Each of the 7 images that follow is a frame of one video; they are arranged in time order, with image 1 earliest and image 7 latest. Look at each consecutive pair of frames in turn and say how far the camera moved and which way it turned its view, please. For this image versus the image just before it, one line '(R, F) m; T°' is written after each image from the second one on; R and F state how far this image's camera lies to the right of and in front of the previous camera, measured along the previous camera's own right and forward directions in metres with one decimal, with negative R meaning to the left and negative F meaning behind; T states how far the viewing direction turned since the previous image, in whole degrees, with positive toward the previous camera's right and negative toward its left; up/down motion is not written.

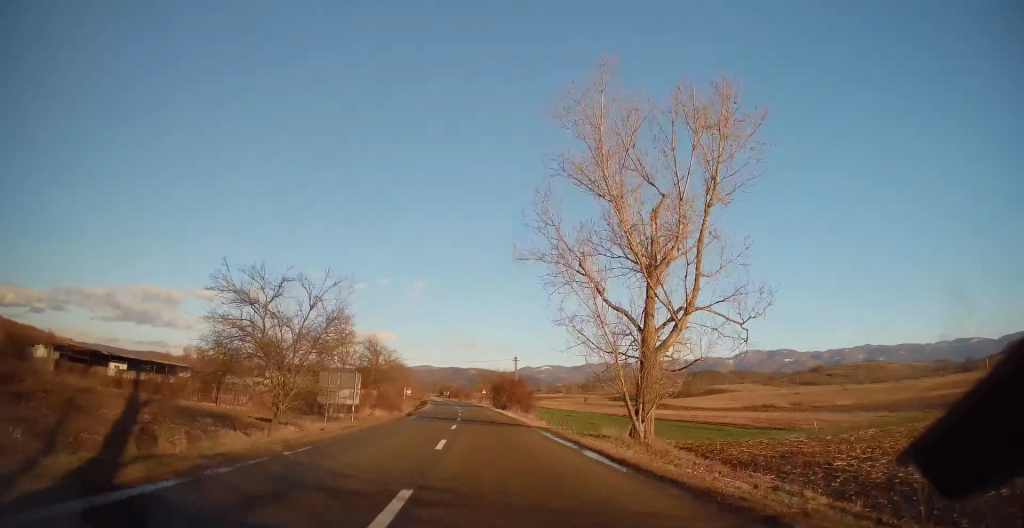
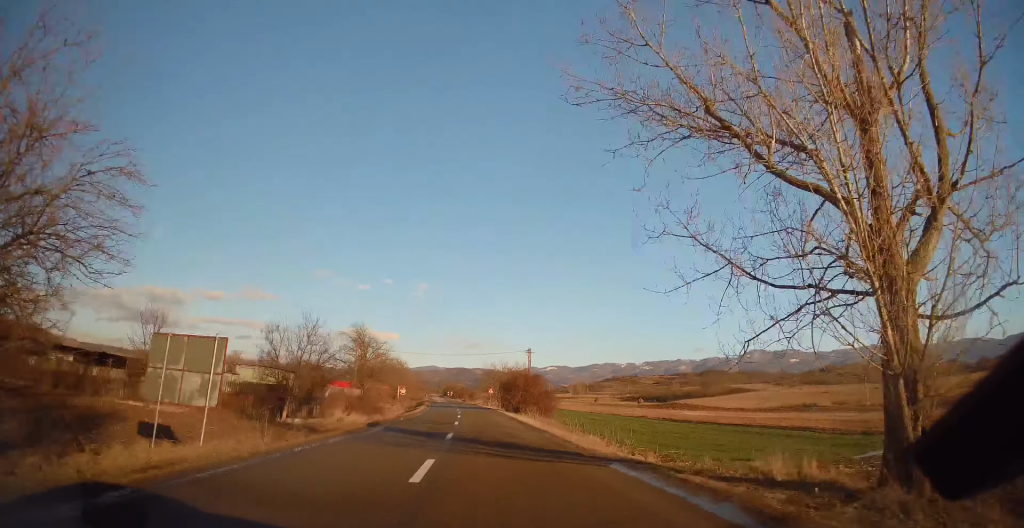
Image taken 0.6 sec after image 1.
(-0.2, +14.4) m; -1°
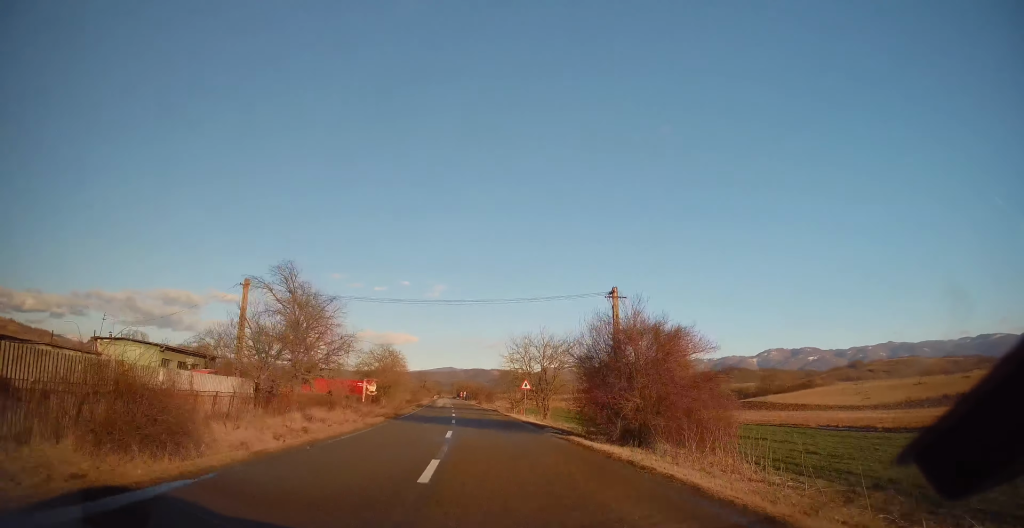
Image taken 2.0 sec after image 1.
(-0.4, +36.3) m; -2°
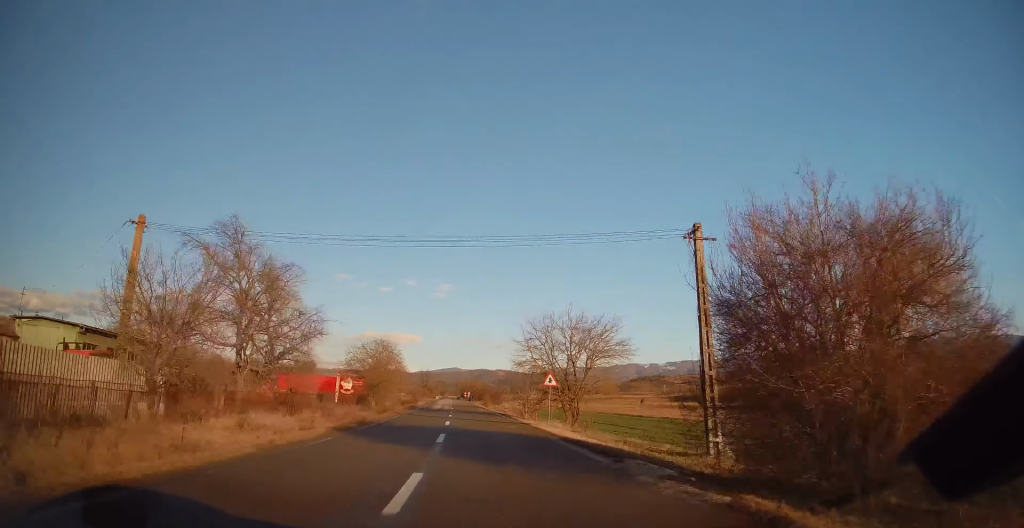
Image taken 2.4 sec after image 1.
(-0.2, +11.4) m; -1°
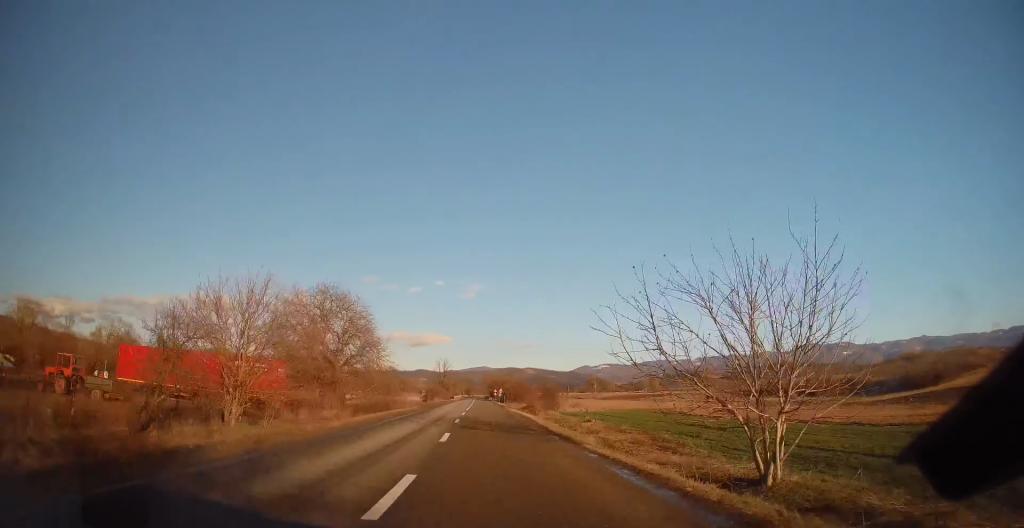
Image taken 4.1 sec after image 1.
(-0.7, +45.3) m; -2°
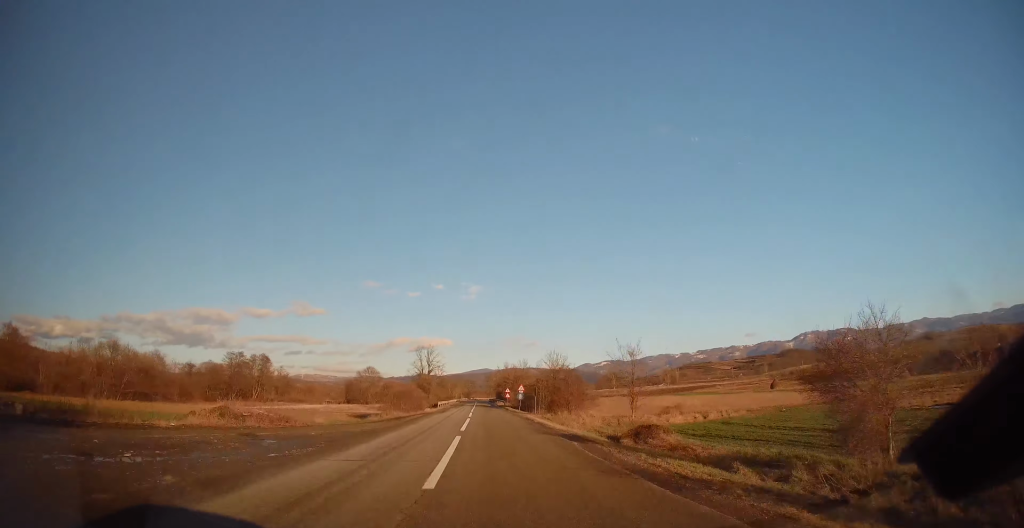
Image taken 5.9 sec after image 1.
(-0.5, +48.6) m; -1°
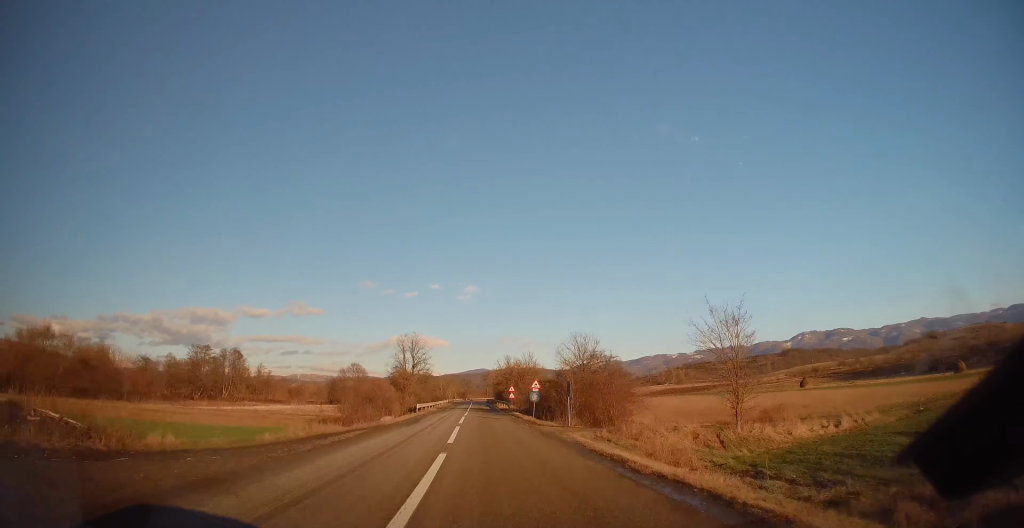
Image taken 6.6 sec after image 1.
(0.0, +18.9) m; 0°
